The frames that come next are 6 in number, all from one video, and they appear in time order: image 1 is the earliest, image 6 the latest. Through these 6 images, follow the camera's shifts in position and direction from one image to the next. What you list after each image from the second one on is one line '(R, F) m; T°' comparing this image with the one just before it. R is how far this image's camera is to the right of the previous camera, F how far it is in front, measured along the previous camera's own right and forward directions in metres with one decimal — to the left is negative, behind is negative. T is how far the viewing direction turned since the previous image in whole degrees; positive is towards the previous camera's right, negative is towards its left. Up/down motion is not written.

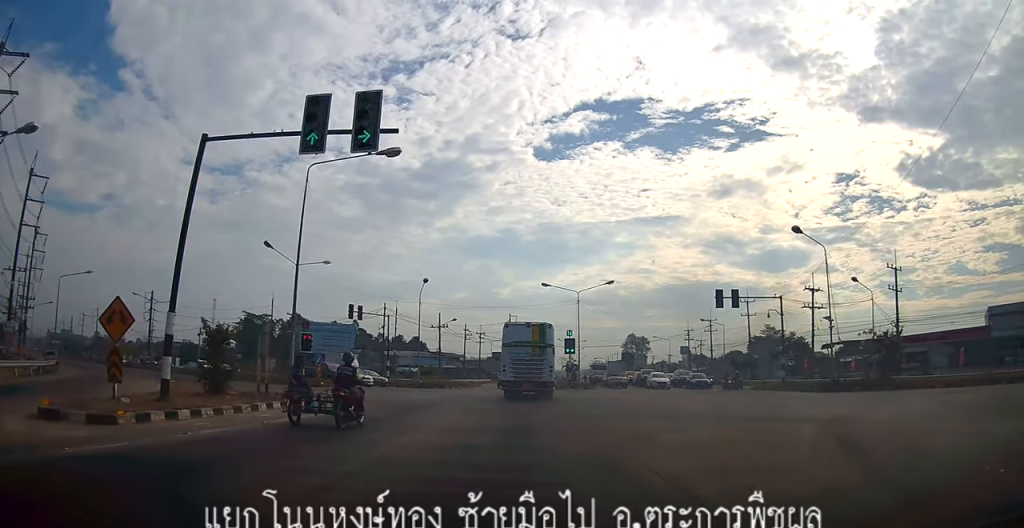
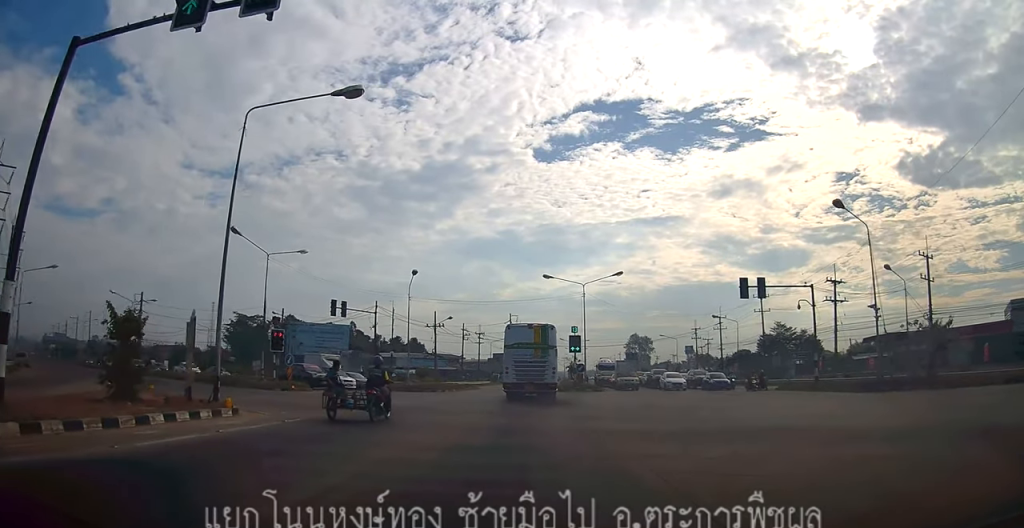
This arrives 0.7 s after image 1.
(-0.1, +4.9) m; -3°
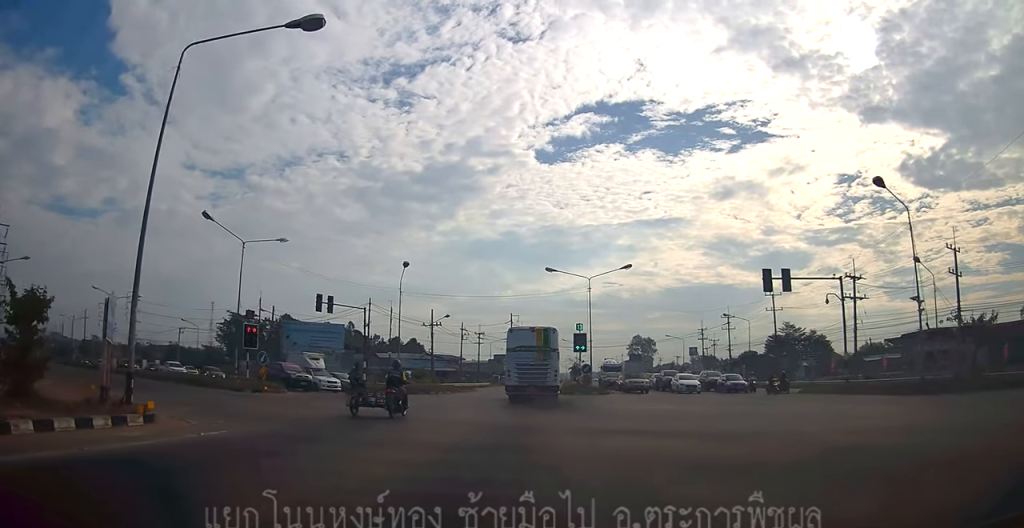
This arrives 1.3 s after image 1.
(-0.1, +3.7) m; -2°
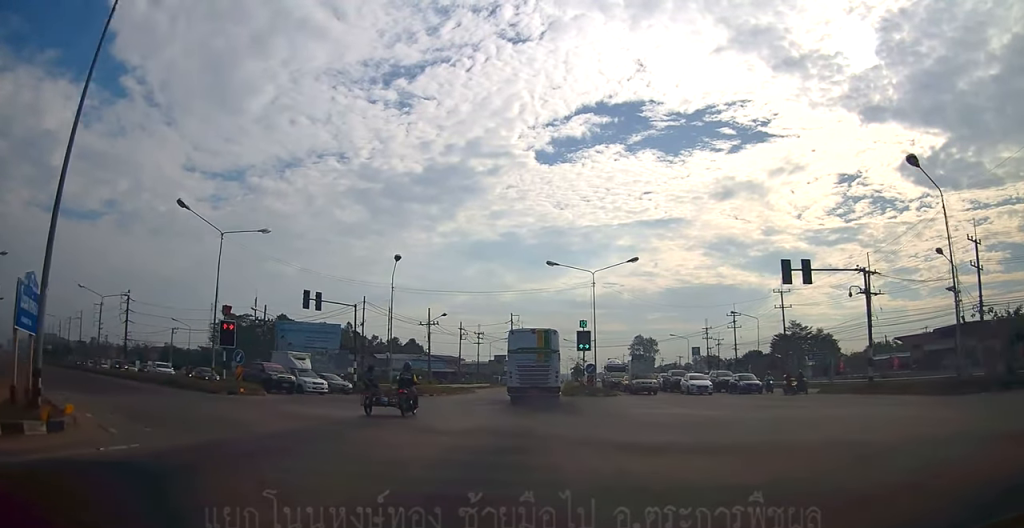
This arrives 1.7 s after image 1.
(-0.1, +2.7) m; 0°
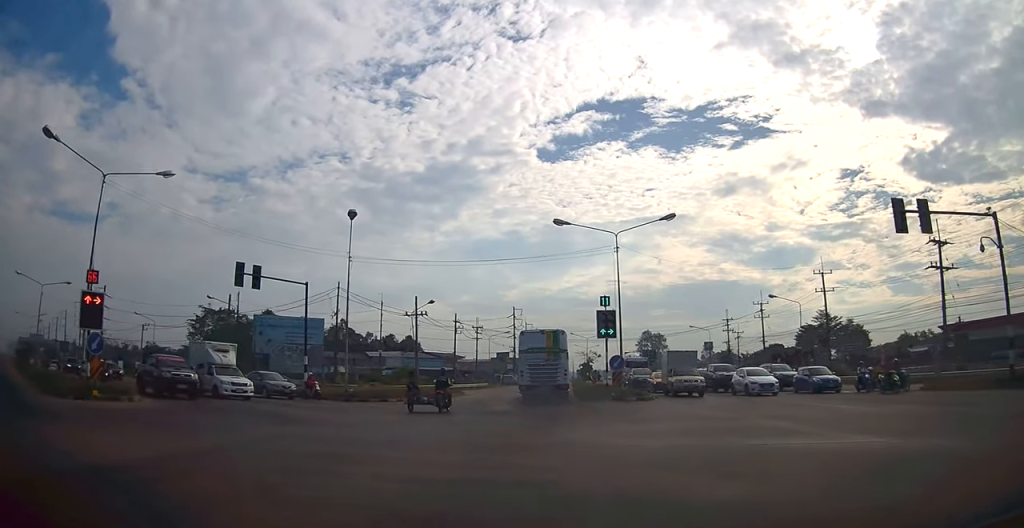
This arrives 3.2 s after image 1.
(+0.1, +10.4) m; +3°
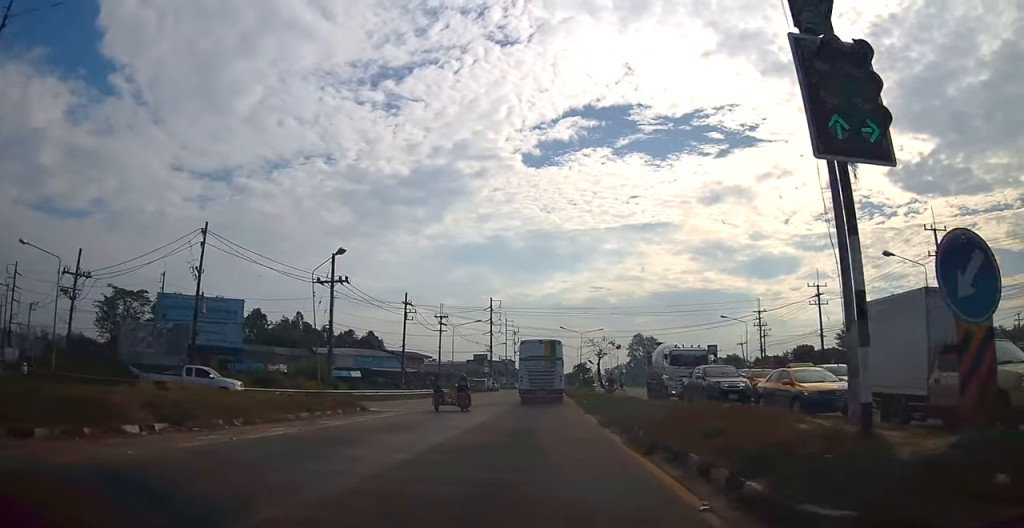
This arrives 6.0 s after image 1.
(-0.4, +22.7) m; 0°
